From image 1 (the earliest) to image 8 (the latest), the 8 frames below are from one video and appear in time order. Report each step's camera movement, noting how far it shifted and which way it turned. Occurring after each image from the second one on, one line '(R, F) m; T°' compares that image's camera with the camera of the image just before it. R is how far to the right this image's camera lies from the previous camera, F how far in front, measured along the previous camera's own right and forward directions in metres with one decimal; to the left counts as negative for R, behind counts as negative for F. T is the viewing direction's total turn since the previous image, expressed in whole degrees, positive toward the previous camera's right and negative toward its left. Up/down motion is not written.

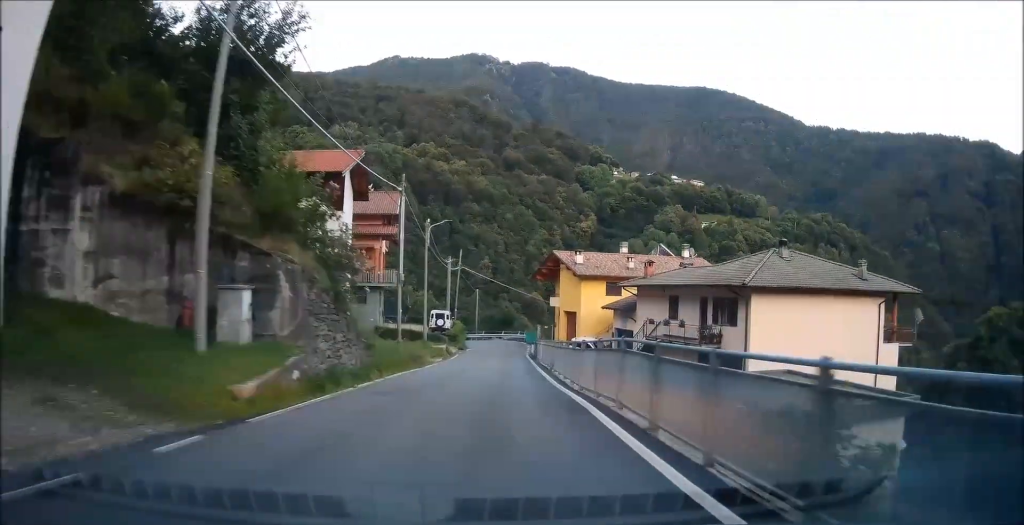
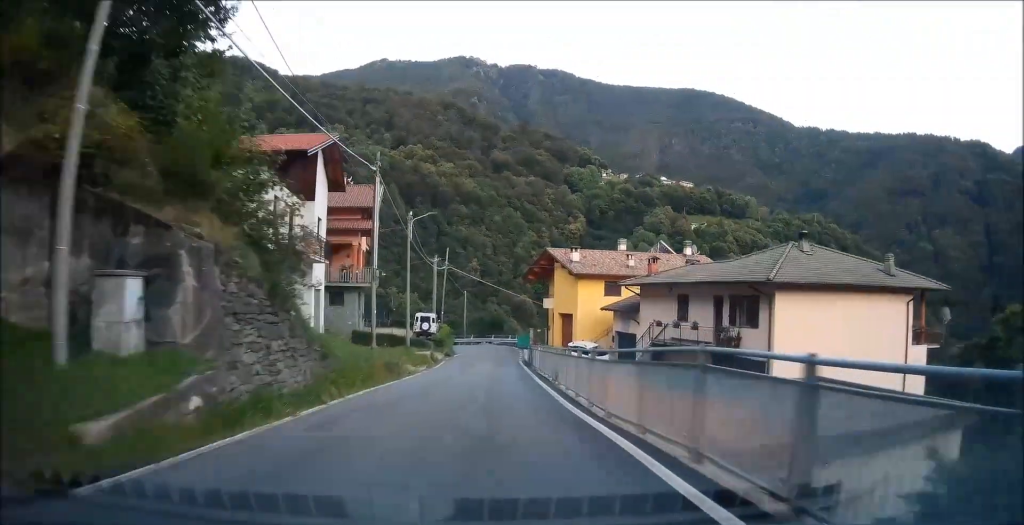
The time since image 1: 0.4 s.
(0.0, +3.7) m; +1°
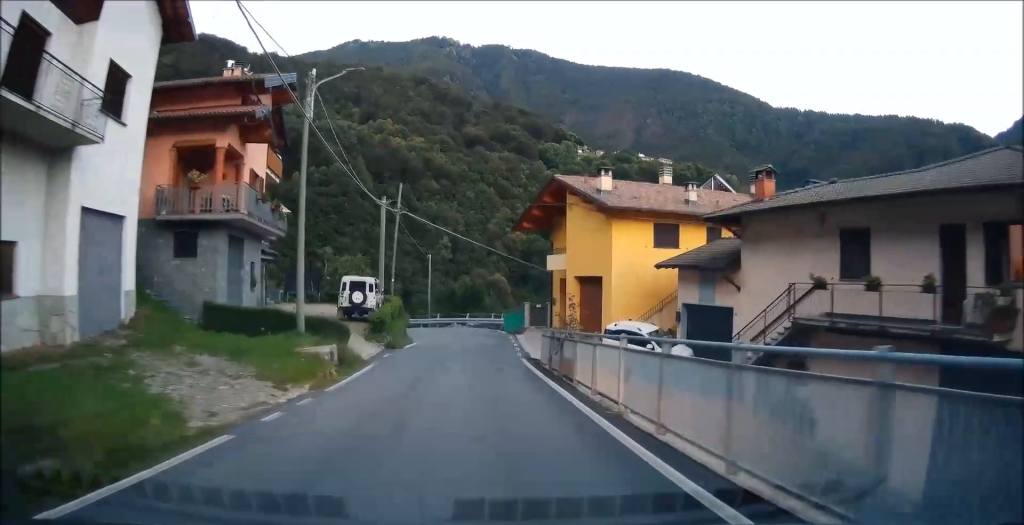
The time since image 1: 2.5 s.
(+1.2, +18.4) m; +8°
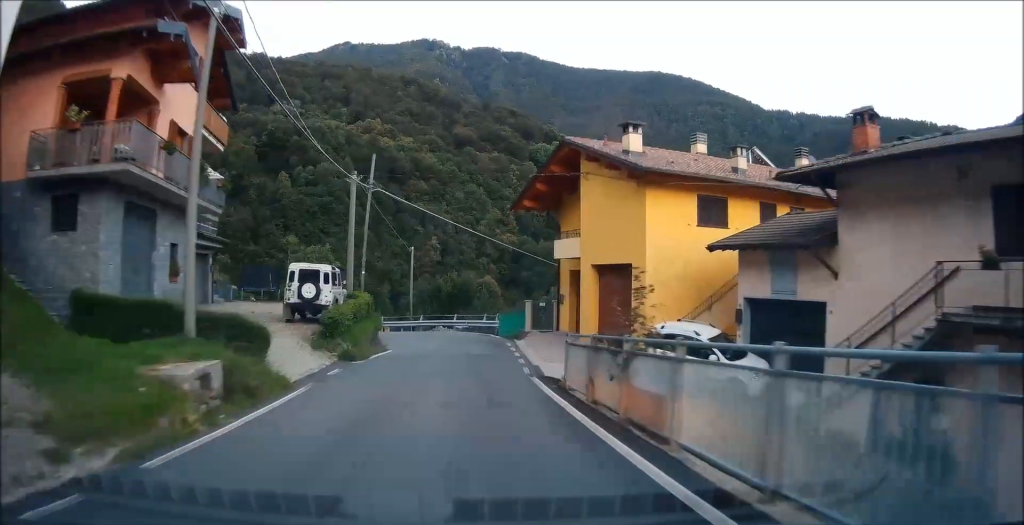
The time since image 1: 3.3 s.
(+0.2, +6.8) m; +2°
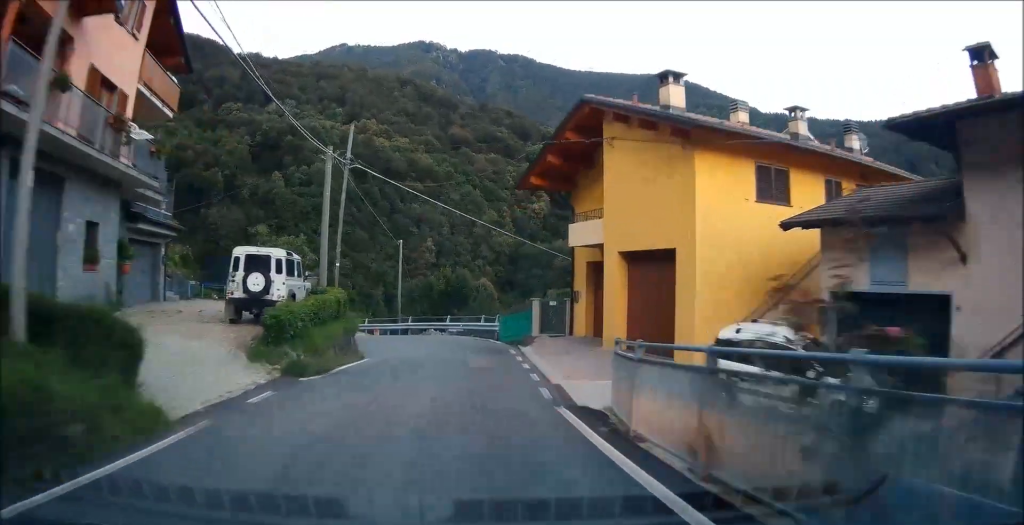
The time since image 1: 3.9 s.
(0.0, +5.0) m; 0°
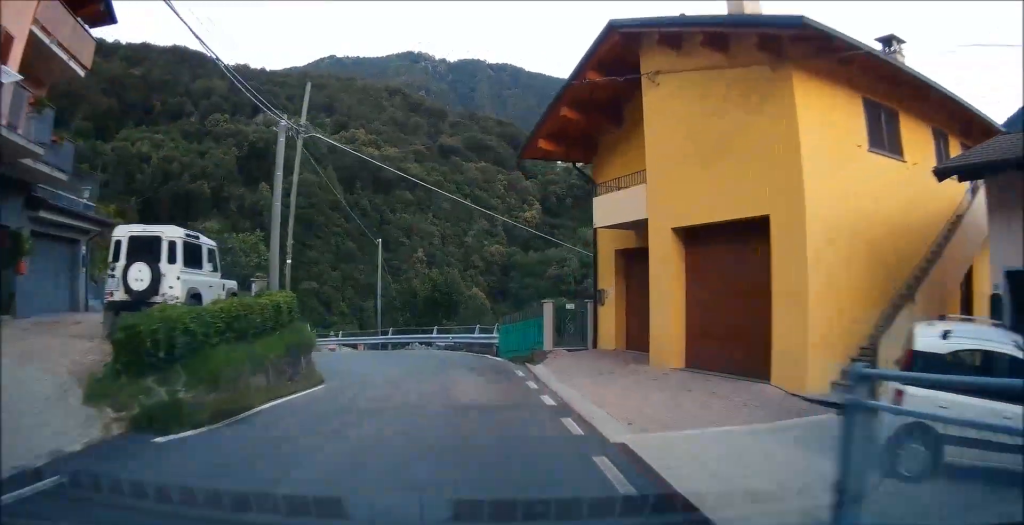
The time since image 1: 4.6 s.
(0.0, +6.3) m; +3°
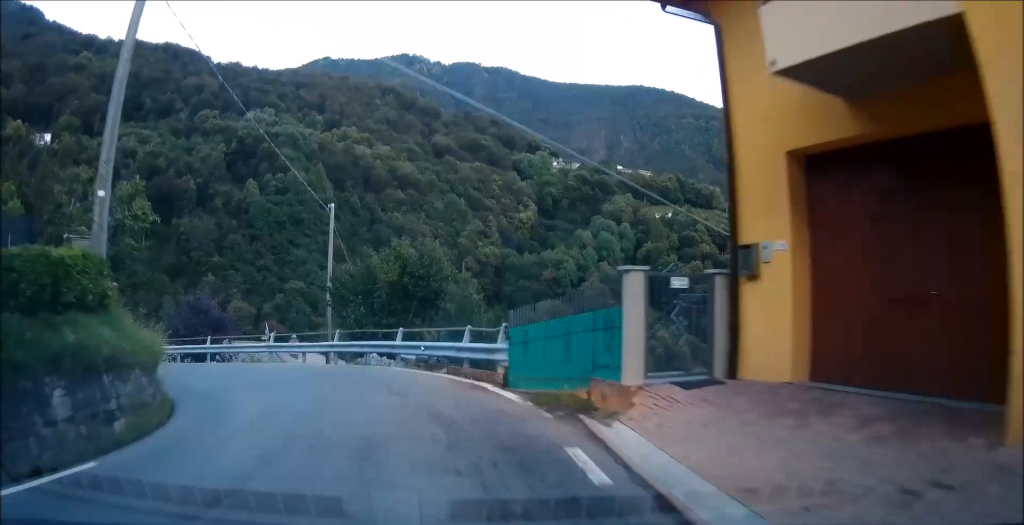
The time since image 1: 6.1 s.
(+0.5, +12.0) m; -3°
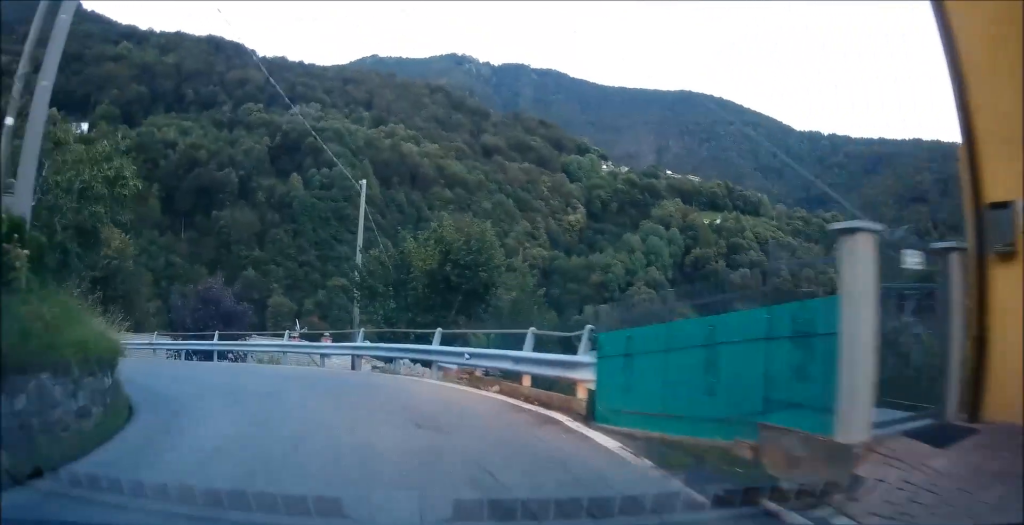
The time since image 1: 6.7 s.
(-0.4, +4.2) m; -7°
